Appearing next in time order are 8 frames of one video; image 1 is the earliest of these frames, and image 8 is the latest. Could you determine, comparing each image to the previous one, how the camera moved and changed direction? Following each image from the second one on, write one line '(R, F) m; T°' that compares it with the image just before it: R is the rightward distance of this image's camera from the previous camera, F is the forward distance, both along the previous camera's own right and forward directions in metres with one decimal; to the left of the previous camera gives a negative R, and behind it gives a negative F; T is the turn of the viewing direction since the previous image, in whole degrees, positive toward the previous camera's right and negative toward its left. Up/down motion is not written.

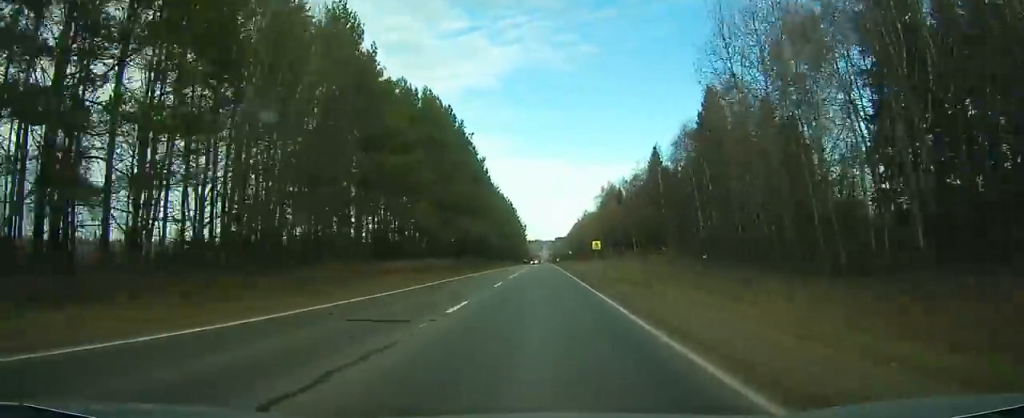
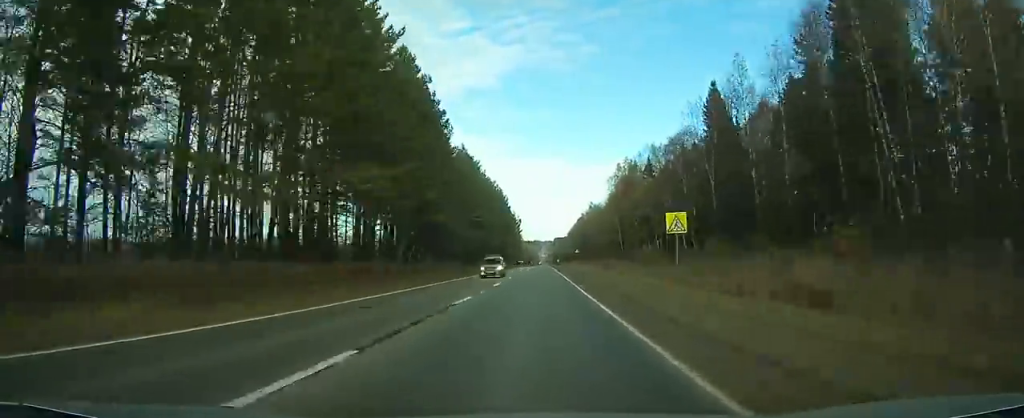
(+0.4, +44.7) m; +1°
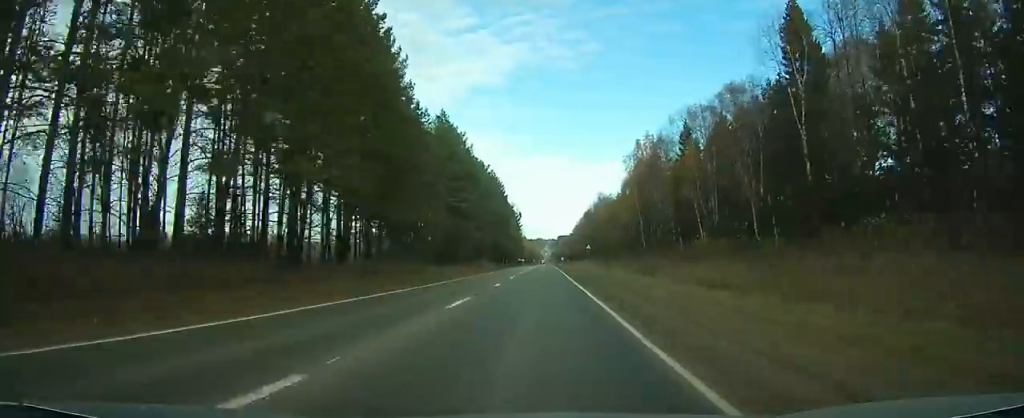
(+0.1, +25.6) m; 0°
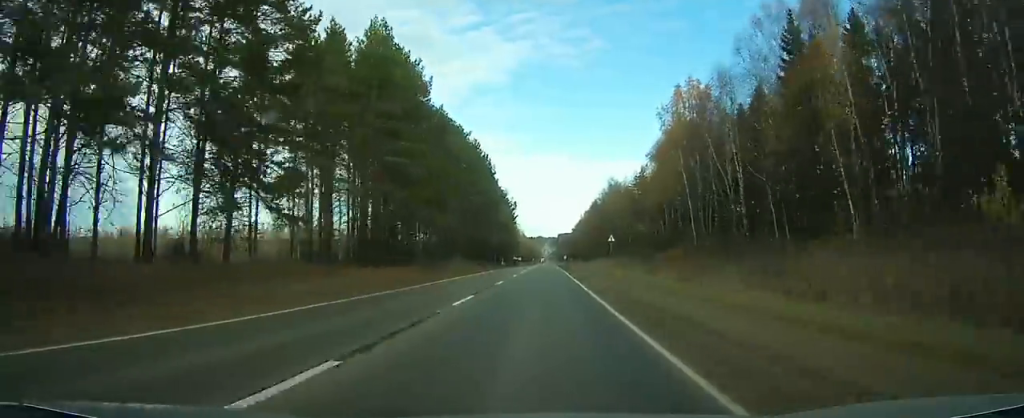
(+0.1, +34.7) m; 0°
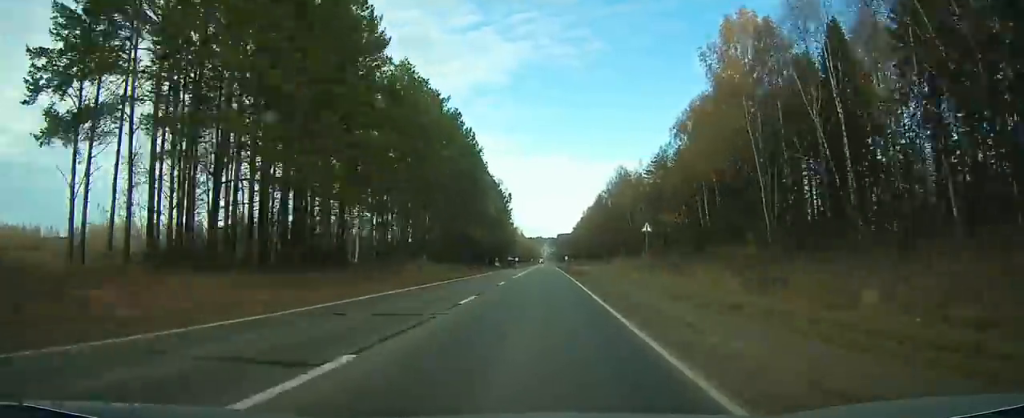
(-0.1, +23.1) m; 0°
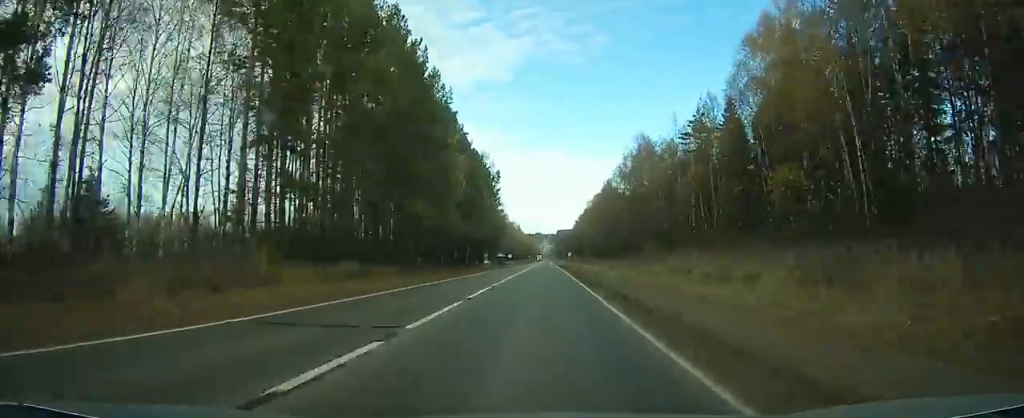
(0.0, +34.8) m; 0°
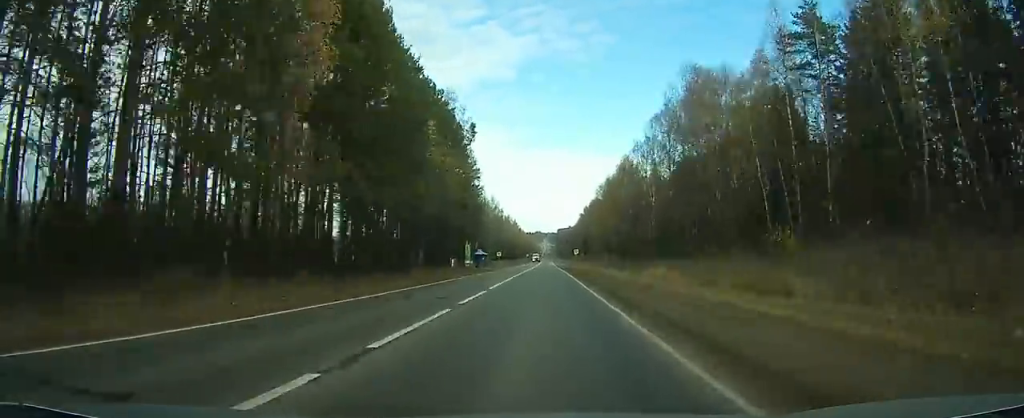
(-0.1, +41.8) m; -1°
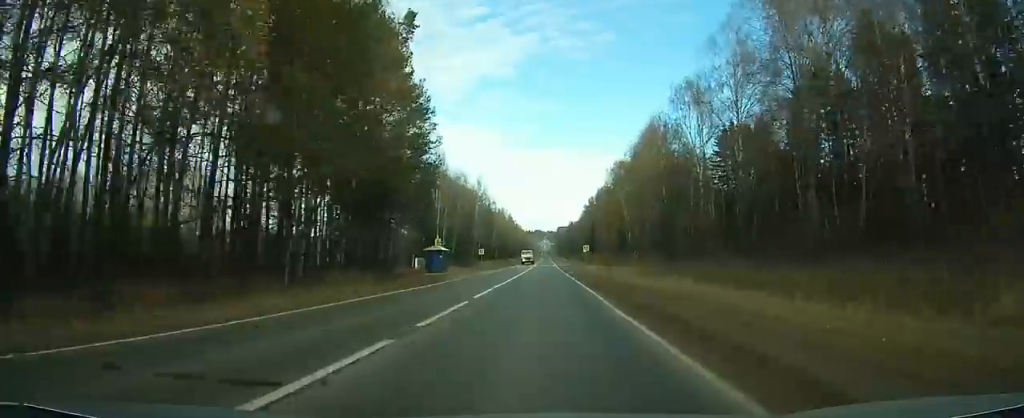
(-0.5, +37.1) m; 0°
